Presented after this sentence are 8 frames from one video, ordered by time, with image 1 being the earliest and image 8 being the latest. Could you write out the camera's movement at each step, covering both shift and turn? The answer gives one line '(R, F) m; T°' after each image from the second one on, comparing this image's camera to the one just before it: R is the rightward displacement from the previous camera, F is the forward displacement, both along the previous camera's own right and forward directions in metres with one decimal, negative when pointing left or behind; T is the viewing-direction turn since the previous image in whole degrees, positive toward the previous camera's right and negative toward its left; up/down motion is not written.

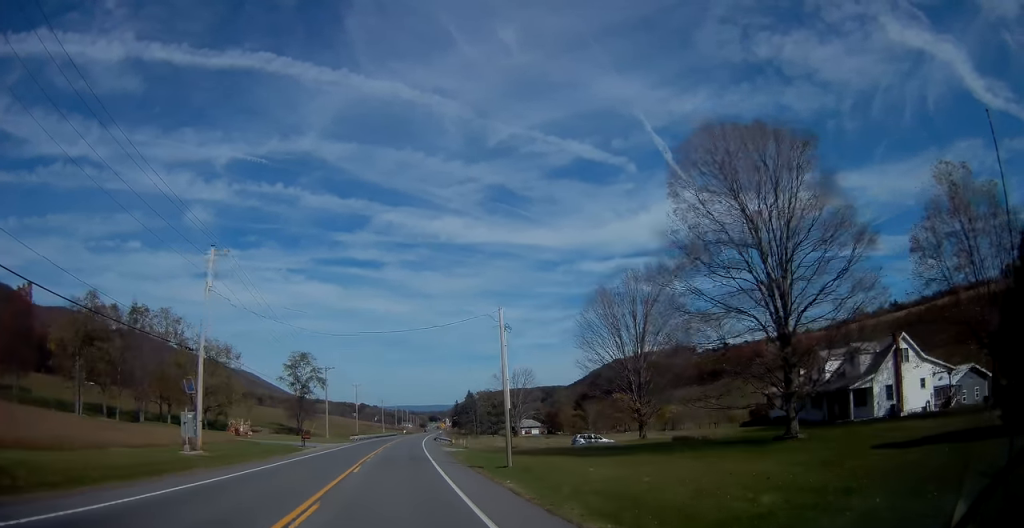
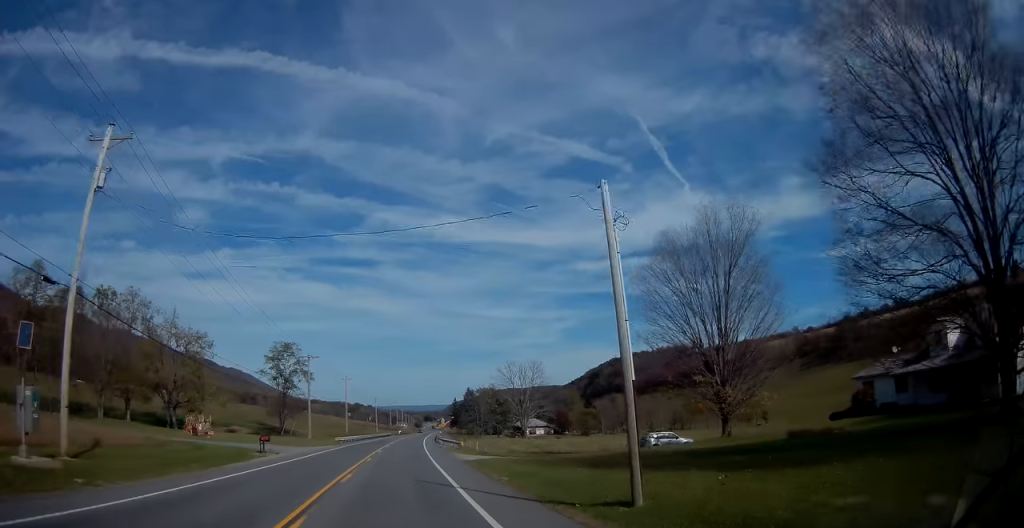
(+0.1, +14.5) m; +1°
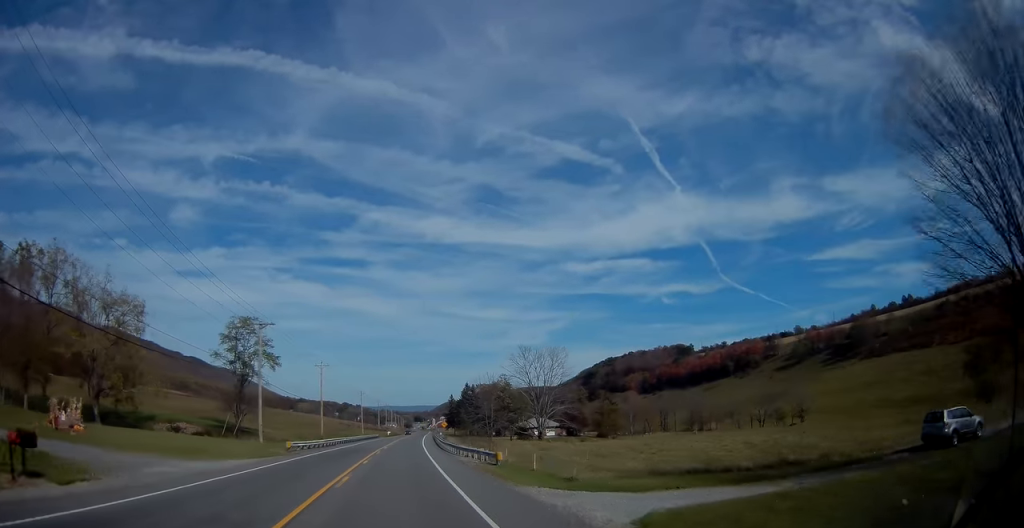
(+0.3, +25.7) m; +1°
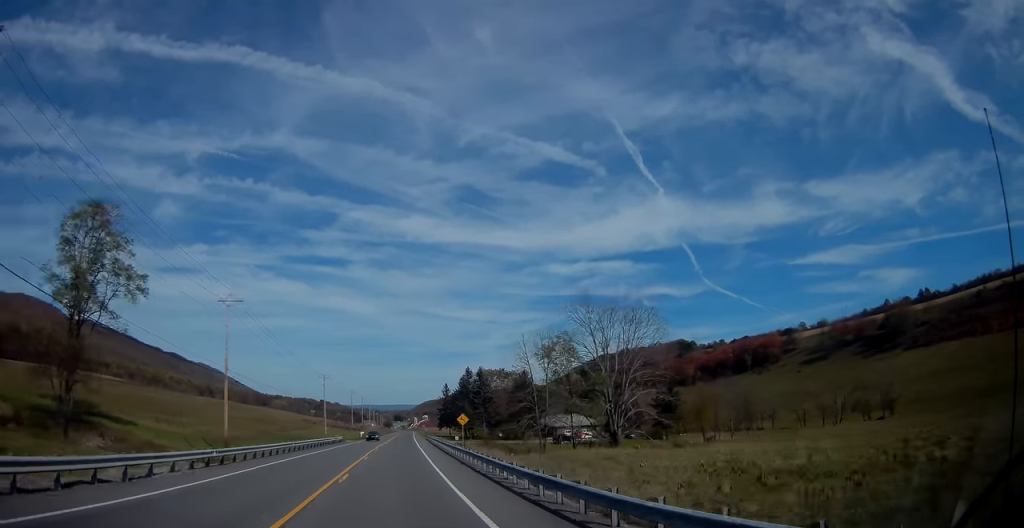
(+0.7, +47.1) m; +2°
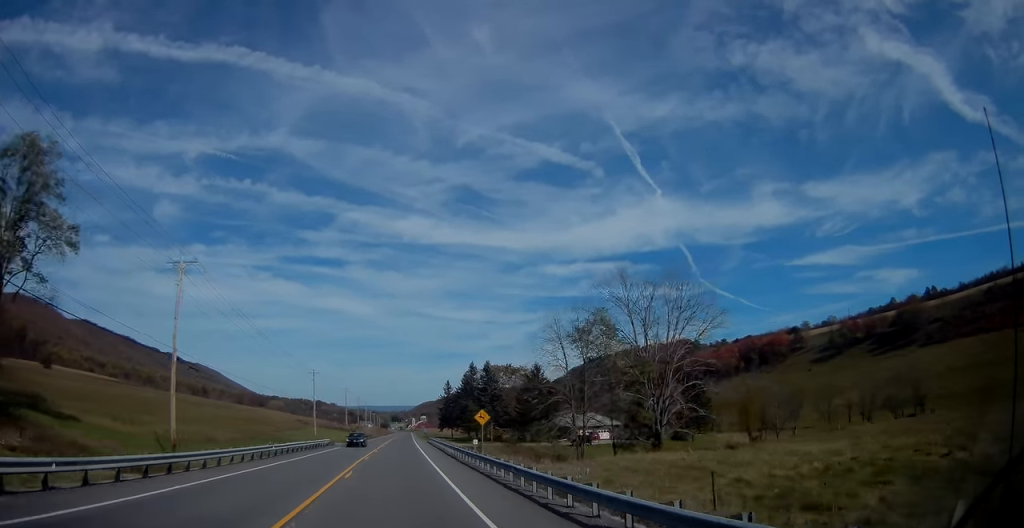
(0.0, +12.0) m; 0°
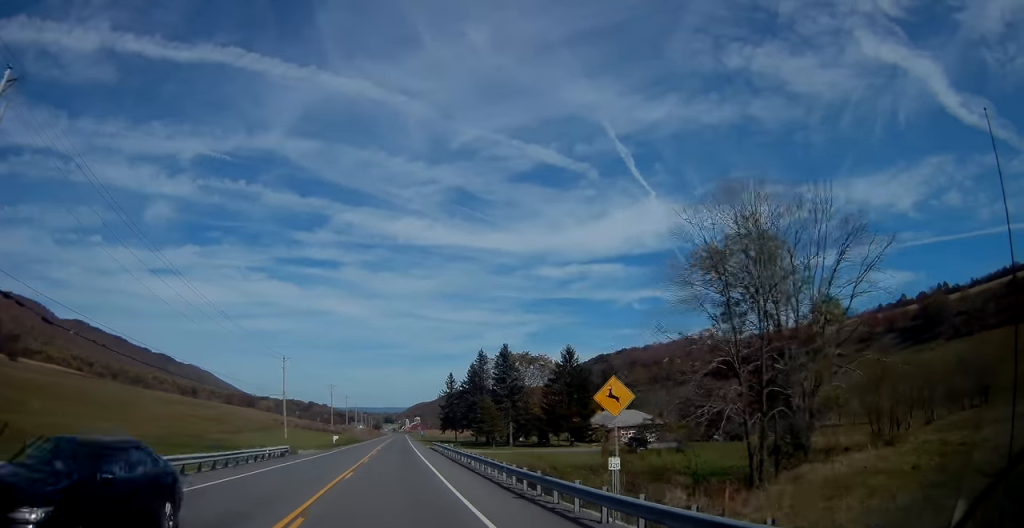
(0.0, +23.2) m; +1°
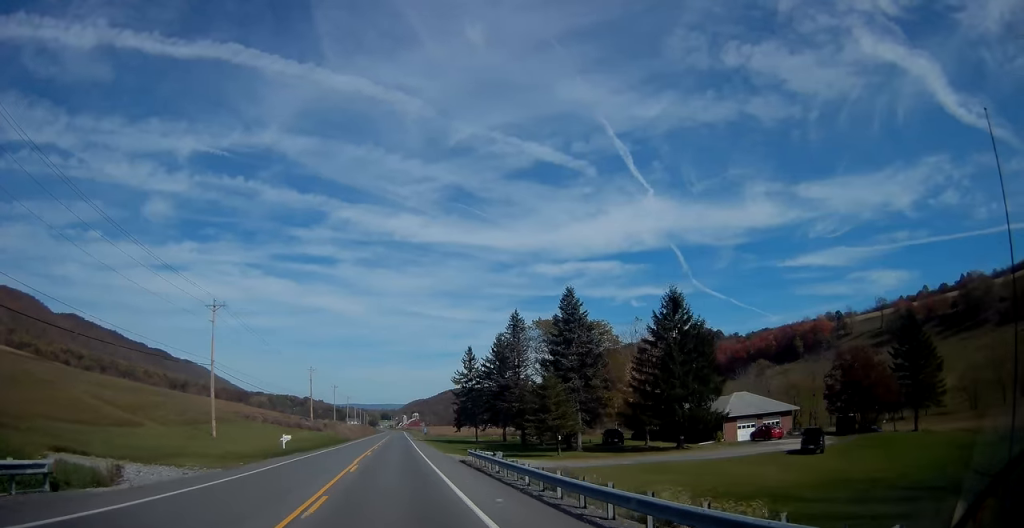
(+0.5, +32.7) m; +1°
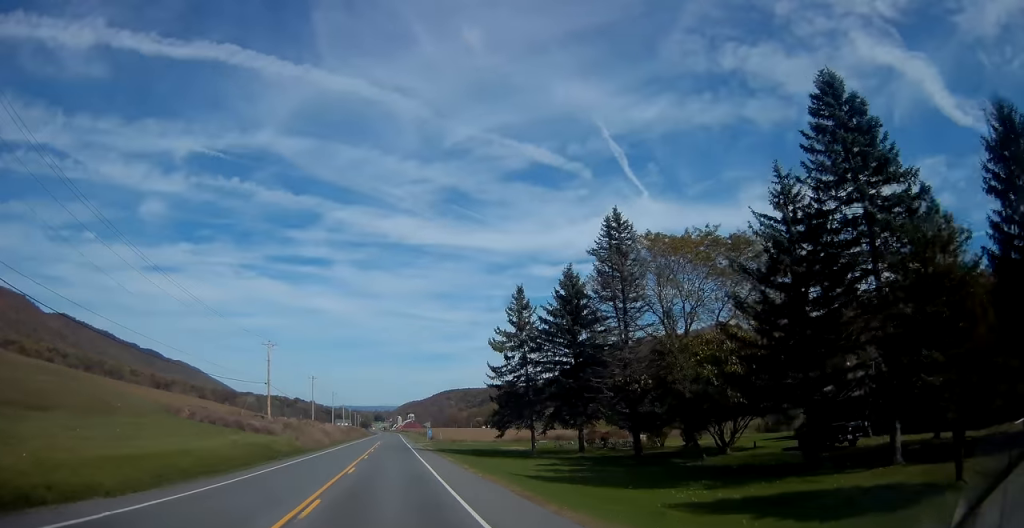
(+0.3, +37.0) m; +1°
